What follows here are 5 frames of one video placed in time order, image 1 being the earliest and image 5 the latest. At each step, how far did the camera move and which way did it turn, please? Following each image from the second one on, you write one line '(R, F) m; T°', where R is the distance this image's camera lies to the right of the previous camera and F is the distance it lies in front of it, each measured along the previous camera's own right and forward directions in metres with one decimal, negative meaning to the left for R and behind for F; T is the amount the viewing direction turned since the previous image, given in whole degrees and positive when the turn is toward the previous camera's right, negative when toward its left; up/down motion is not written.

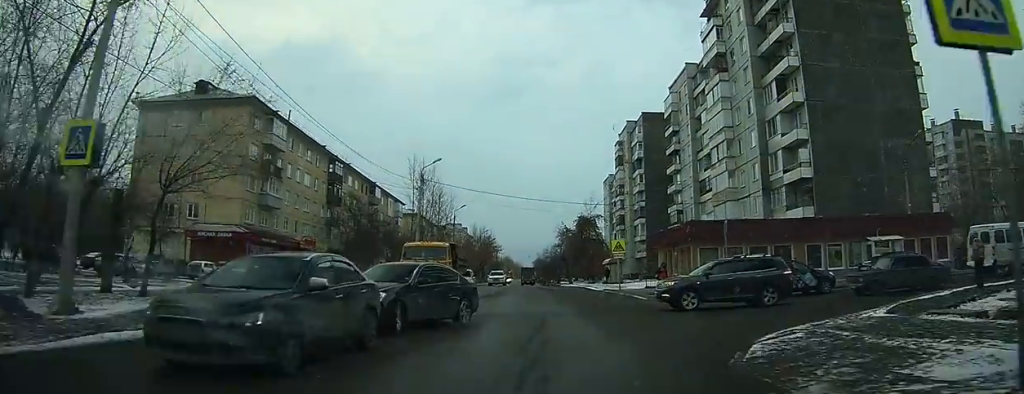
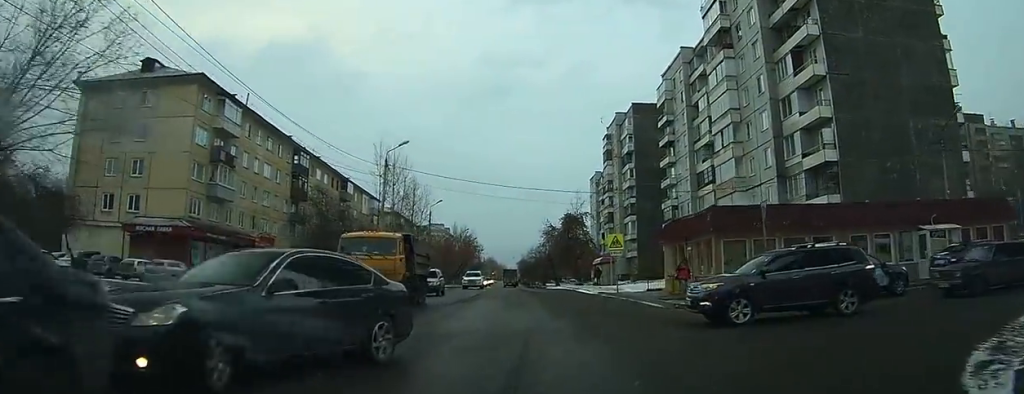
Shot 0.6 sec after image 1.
(+0.3, +6.3) m; +1°
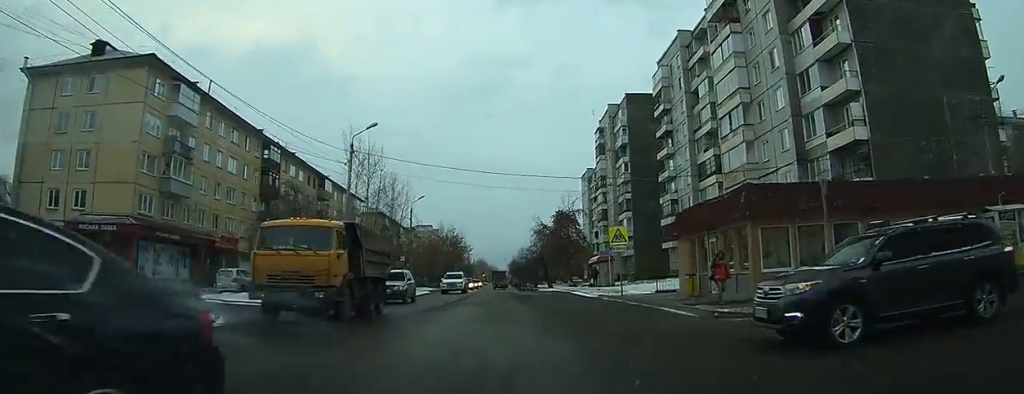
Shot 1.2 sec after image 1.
(-0.1, +5.4) m; -1°
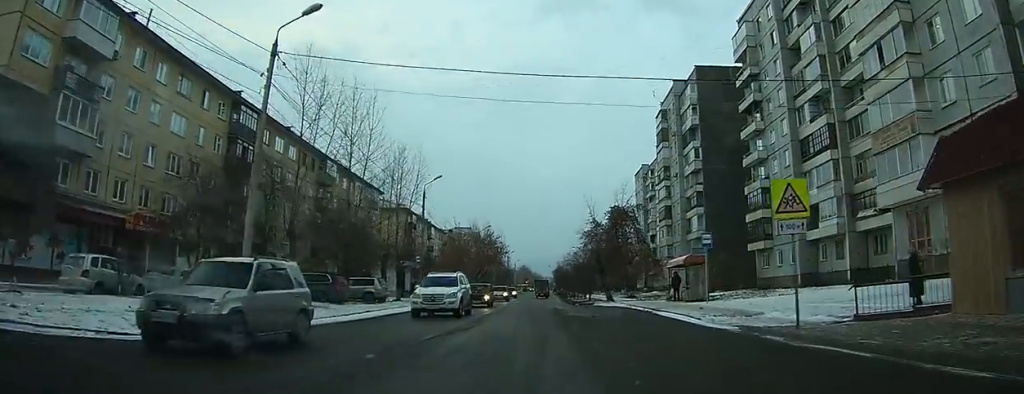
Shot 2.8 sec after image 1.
(-0.4, +17.2) m; -2°
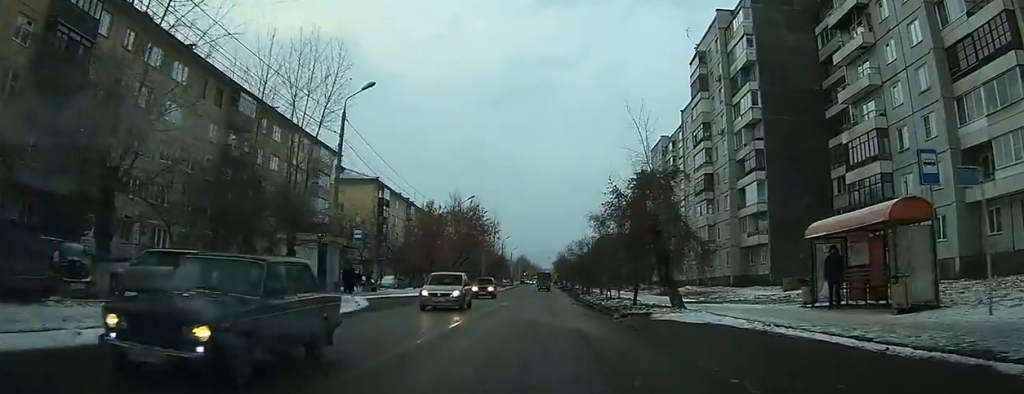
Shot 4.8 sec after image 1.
(0.0, +21.6) m; -1°
